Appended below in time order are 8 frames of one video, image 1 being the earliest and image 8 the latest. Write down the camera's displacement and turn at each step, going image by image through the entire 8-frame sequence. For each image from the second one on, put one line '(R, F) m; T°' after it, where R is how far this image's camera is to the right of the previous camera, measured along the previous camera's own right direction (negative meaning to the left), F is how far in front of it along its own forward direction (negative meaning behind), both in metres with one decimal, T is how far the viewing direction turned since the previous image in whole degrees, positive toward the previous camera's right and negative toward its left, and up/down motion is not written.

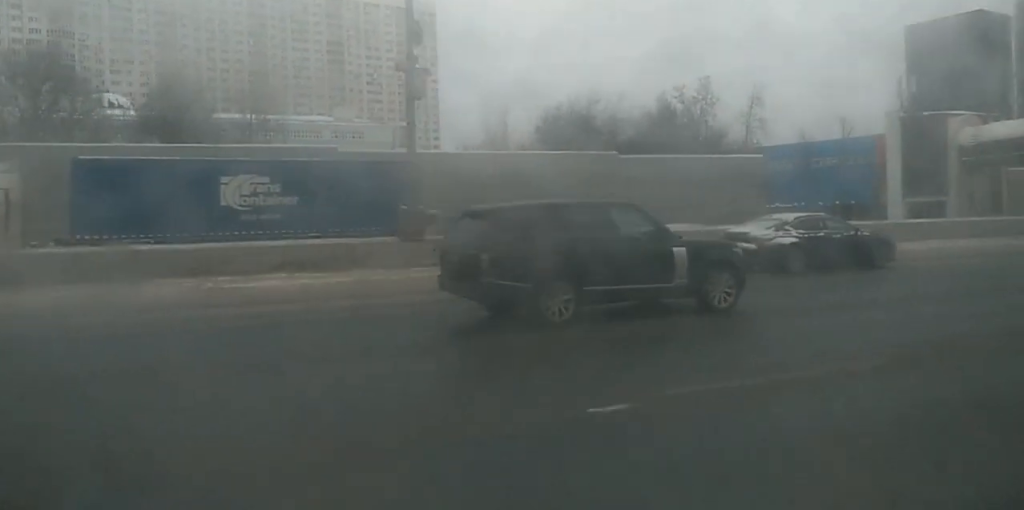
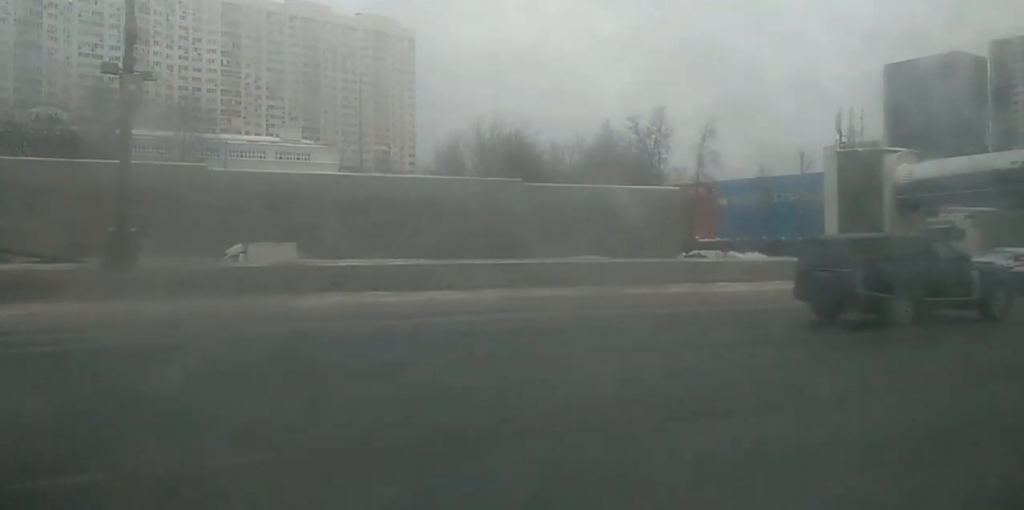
(+0.1, +4.9) m; 0°
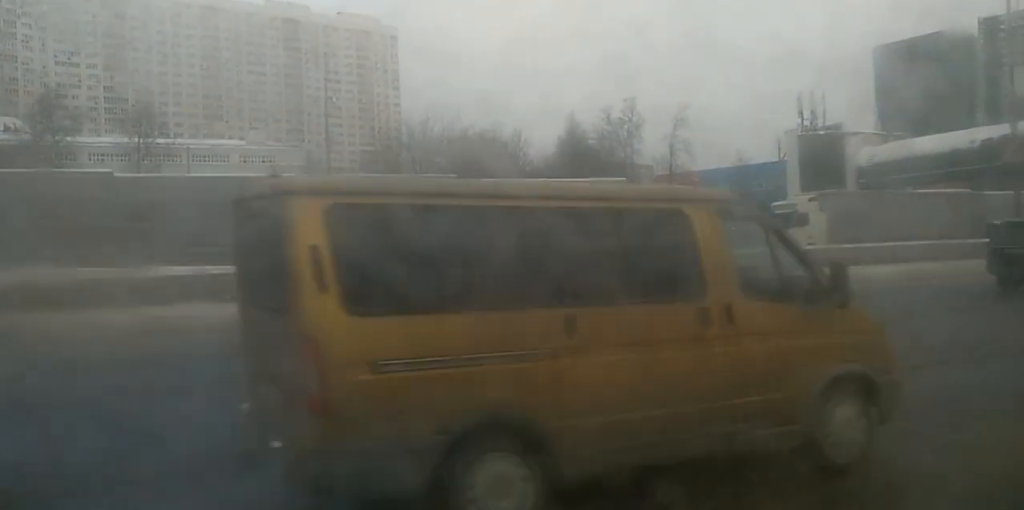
(+0.1, +3.7) m; 0°
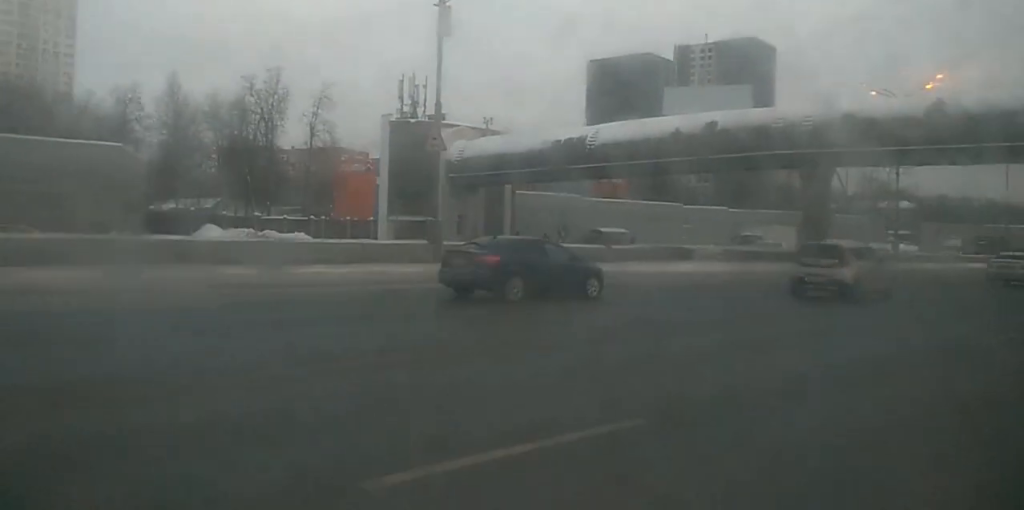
(0.0, +13.9) m; +5°
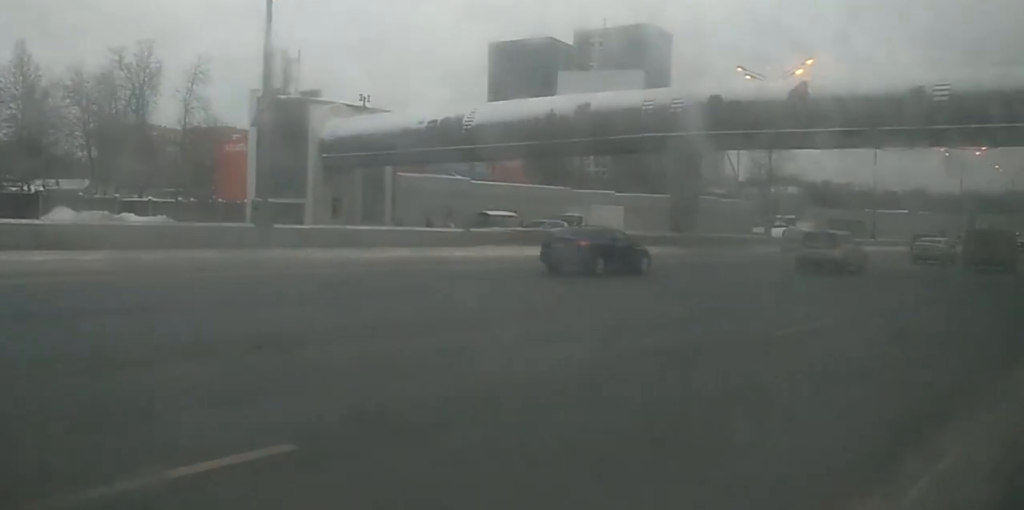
(+0.1, +1.9) m; +1°
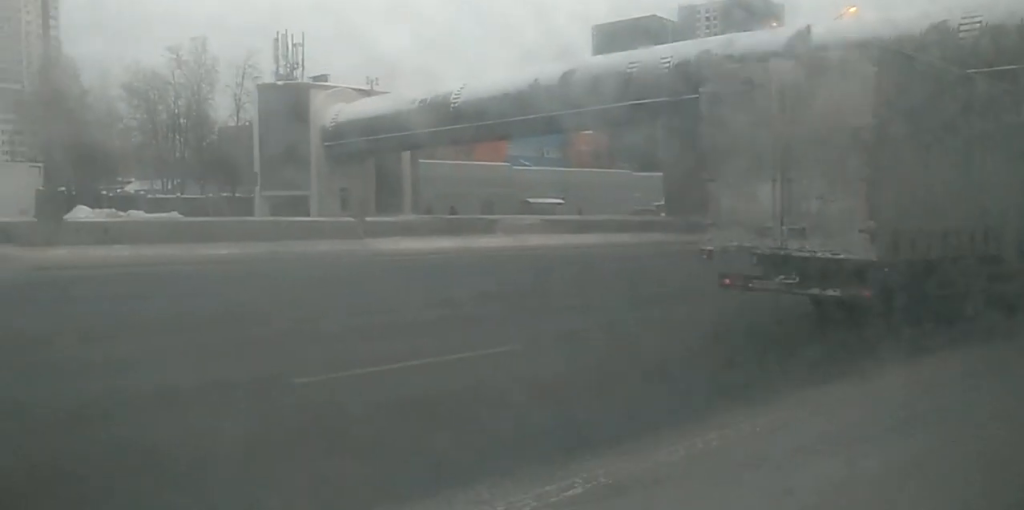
(-0.1, +7.8) m; -3°
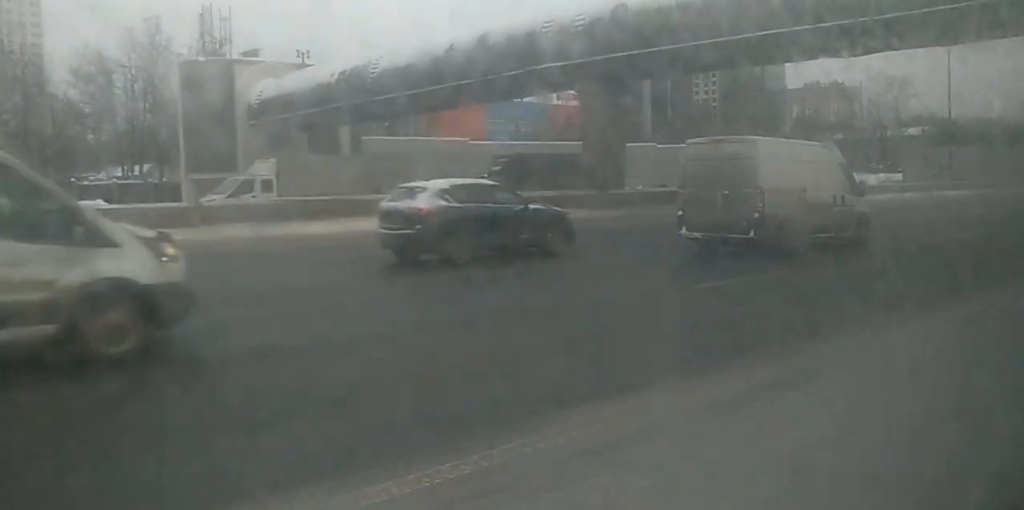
(-0.1, +4.8) m; 0°
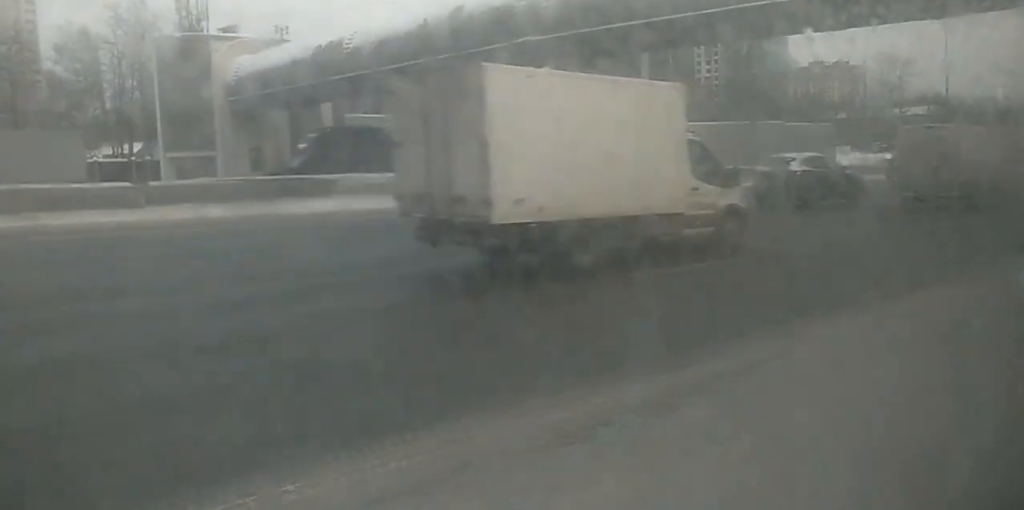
(0.0, +1.9) m; -4°
